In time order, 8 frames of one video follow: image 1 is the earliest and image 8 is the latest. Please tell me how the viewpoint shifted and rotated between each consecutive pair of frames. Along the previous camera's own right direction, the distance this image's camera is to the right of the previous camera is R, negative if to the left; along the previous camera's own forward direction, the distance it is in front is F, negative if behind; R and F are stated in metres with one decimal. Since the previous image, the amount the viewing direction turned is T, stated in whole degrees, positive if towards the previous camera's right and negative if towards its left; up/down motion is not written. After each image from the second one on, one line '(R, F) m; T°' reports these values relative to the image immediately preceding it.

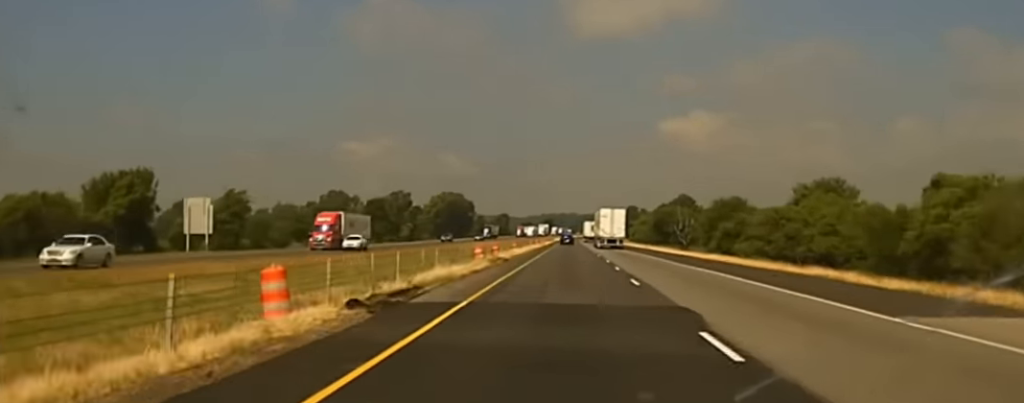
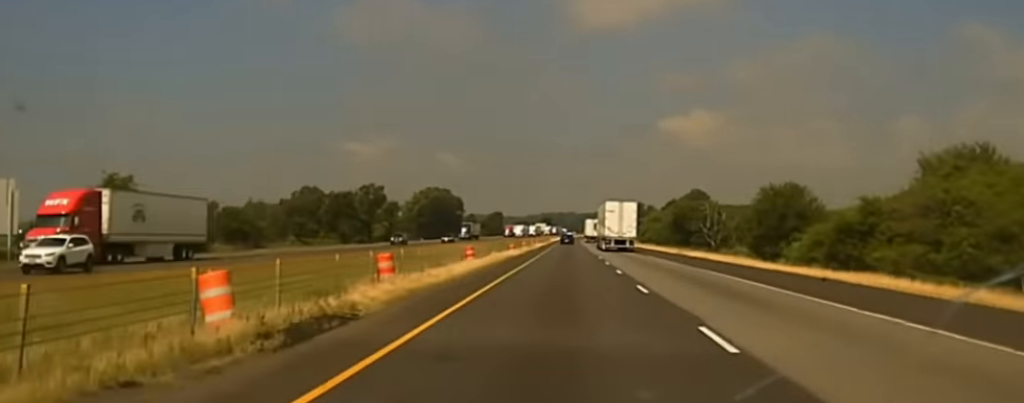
(+0.1, +41.9) m; 0°
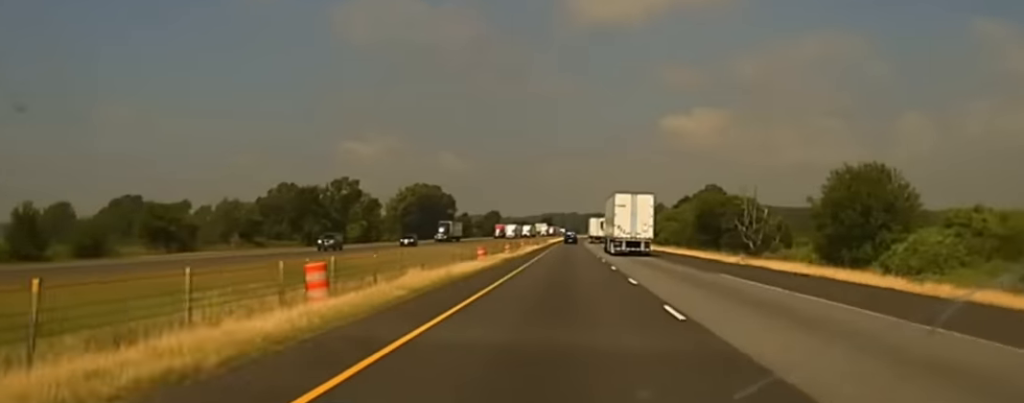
(+0.3, +31.6) m; 0°
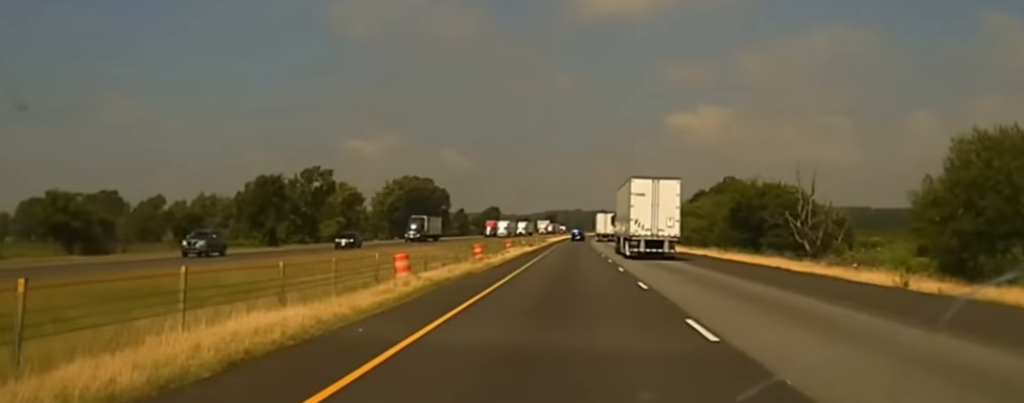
(-0.1, +27.5) m; 0°
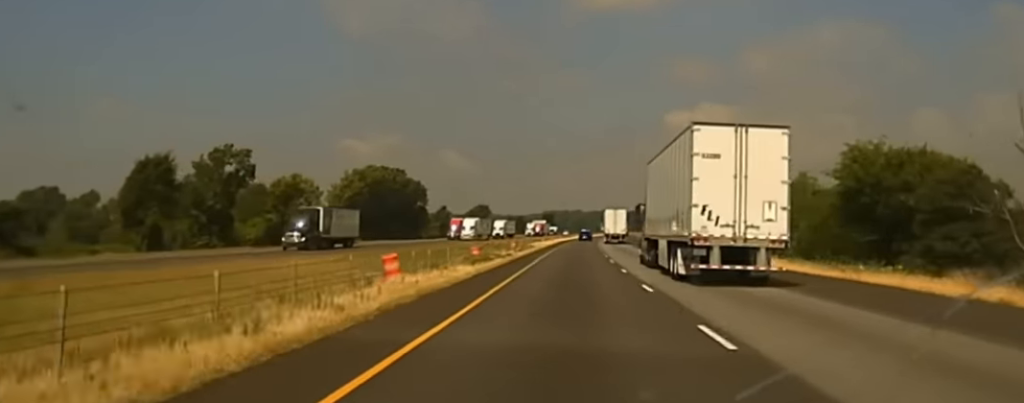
(-0.3, +46.8) m; 0°
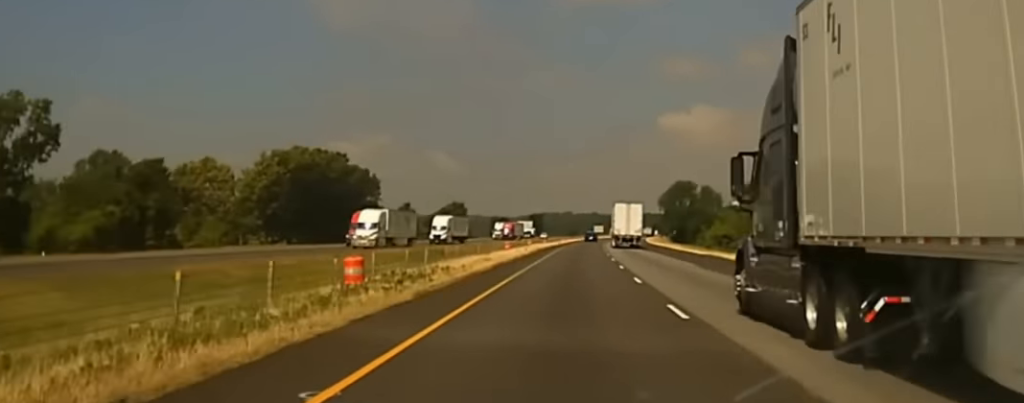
(+0.1, +55.7) m; 0°
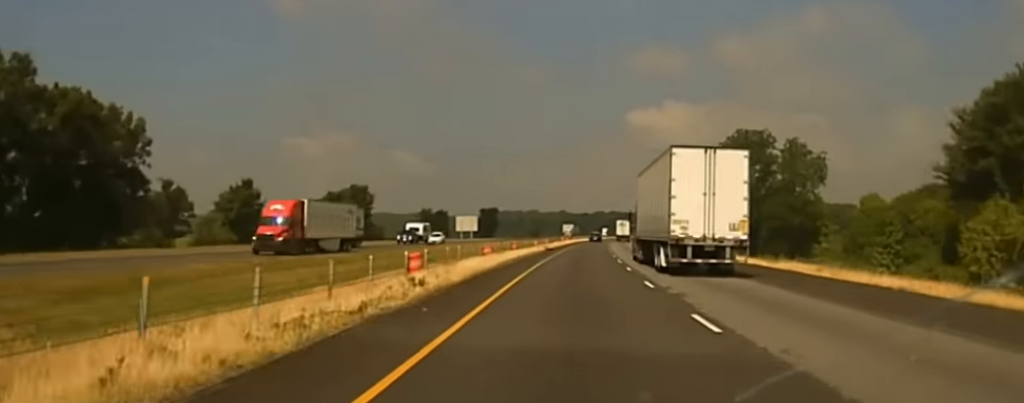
(0.0, +109.4) m; +1°
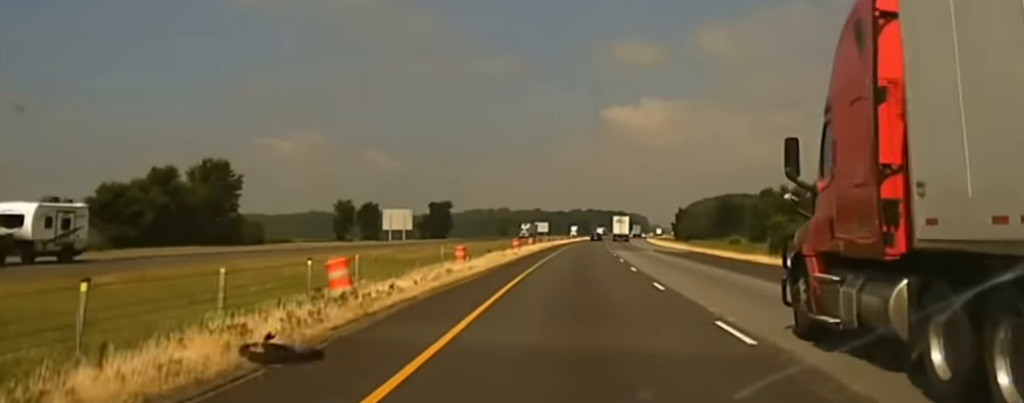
(+1.4, +74.3) m; +2°
